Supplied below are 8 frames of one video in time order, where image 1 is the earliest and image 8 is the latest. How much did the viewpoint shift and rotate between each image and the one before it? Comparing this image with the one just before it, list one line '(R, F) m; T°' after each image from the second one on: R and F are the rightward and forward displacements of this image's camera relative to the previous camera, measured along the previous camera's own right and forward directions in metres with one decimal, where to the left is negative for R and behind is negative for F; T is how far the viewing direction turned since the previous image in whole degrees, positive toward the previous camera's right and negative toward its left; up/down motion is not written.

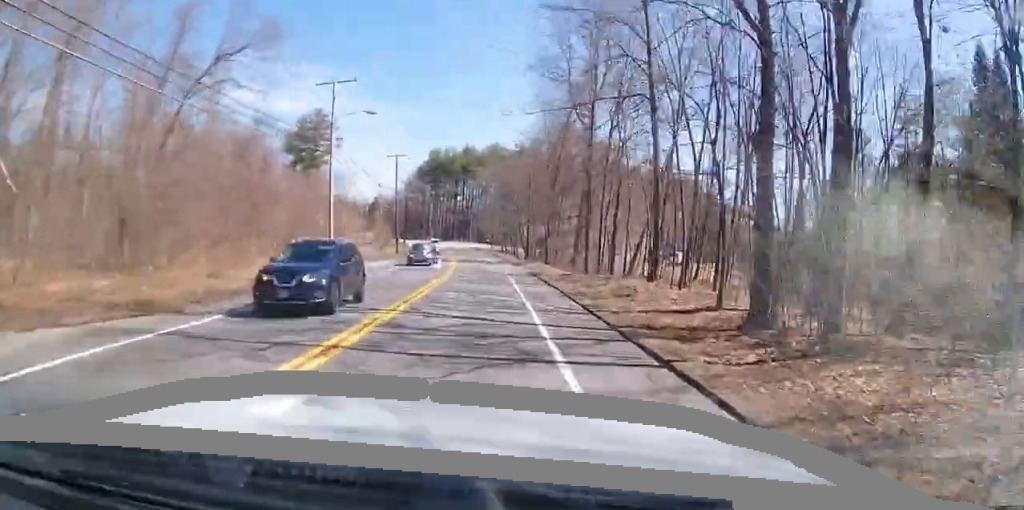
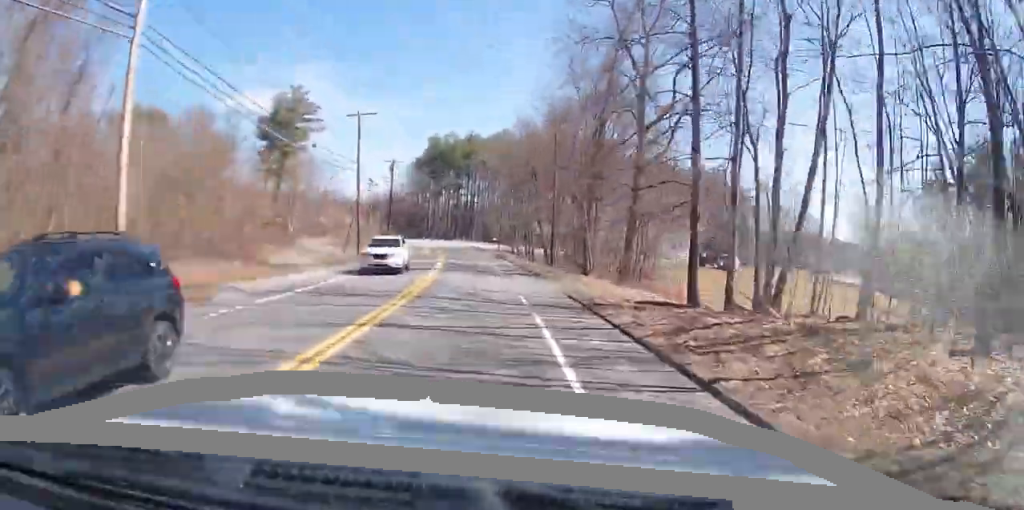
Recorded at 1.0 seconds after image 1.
(+1.0, +18.9) m; +3°
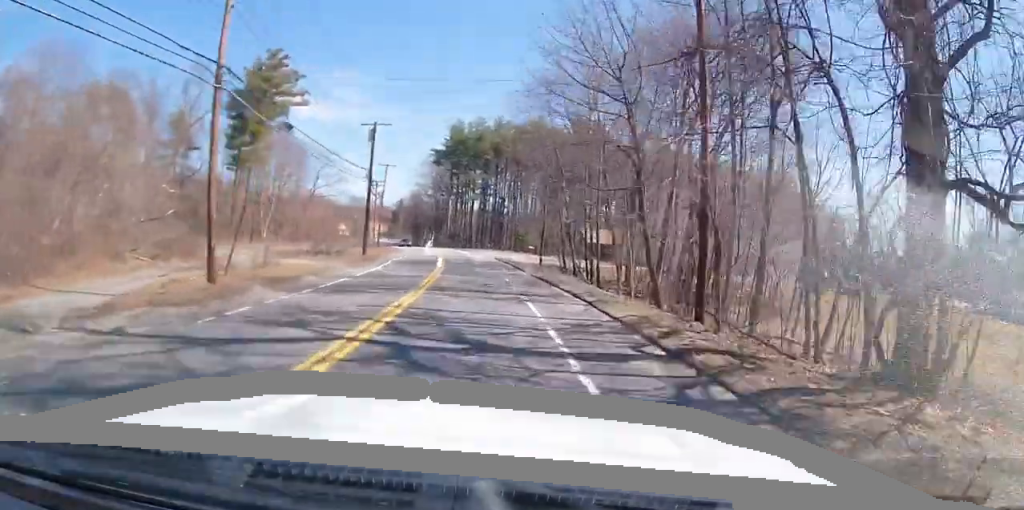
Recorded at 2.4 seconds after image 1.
(-0.1, +25.0) m; +1°
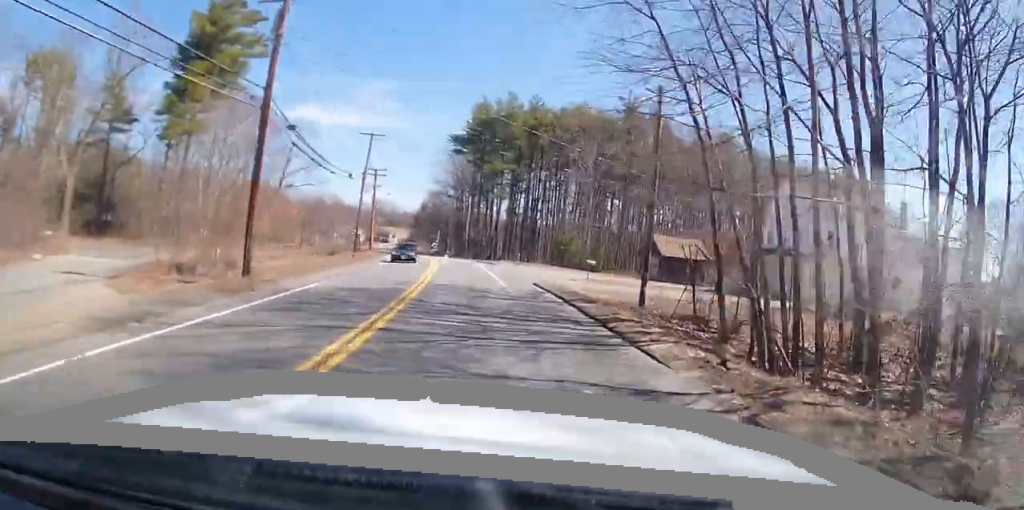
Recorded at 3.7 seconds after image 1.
(+0.6, +24.5) m; +1°
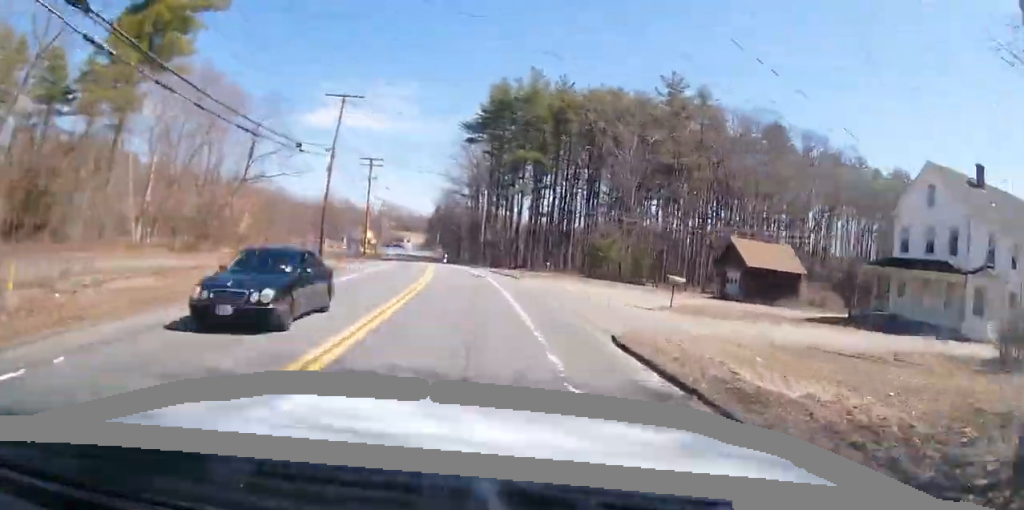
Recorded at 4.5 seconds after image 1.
(0.0, +15.0) m; -2°
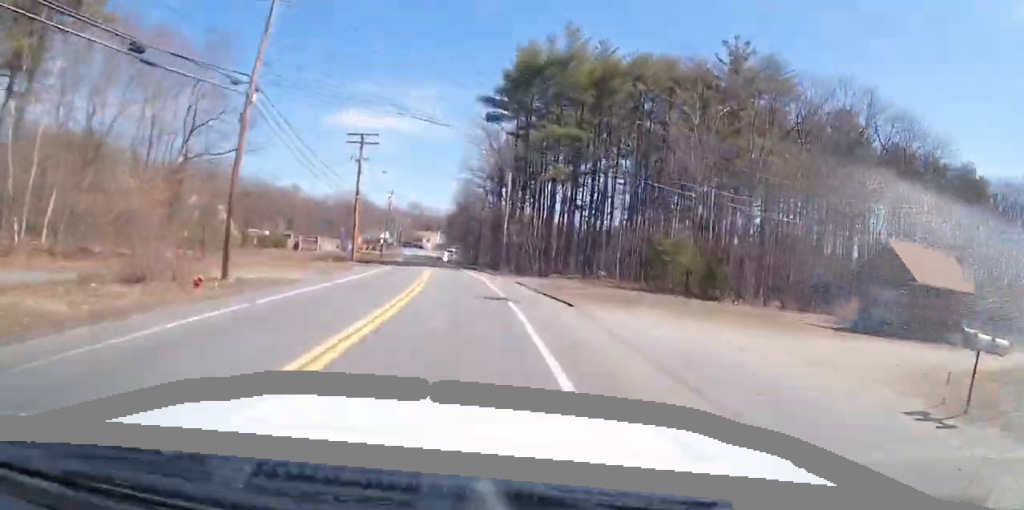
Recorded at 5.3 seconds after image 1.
(-0.3, +15.5) m; -3°
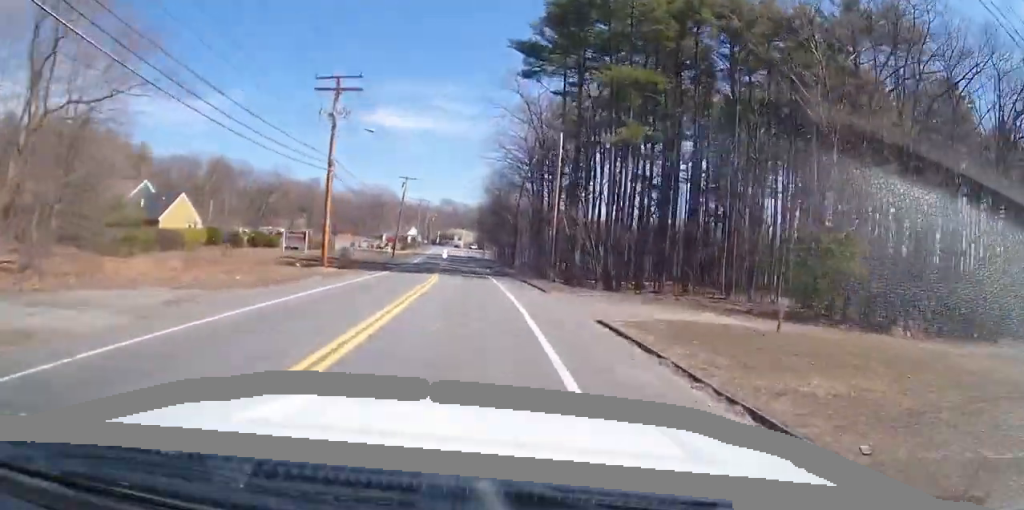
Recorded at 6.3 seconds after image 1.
(-0.6, +18.3) m; -2°
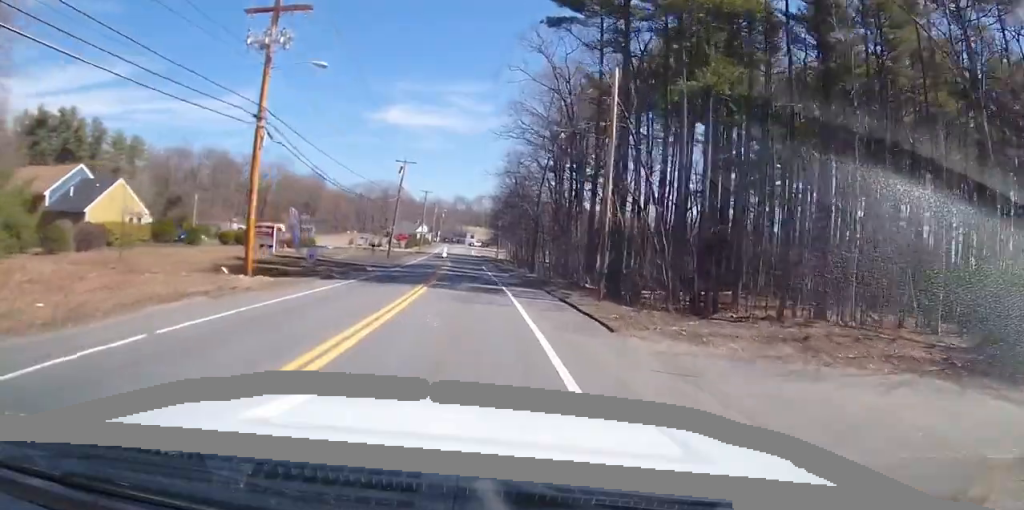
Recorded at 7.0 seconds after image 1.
(0.0, +12.8) m; 0°
